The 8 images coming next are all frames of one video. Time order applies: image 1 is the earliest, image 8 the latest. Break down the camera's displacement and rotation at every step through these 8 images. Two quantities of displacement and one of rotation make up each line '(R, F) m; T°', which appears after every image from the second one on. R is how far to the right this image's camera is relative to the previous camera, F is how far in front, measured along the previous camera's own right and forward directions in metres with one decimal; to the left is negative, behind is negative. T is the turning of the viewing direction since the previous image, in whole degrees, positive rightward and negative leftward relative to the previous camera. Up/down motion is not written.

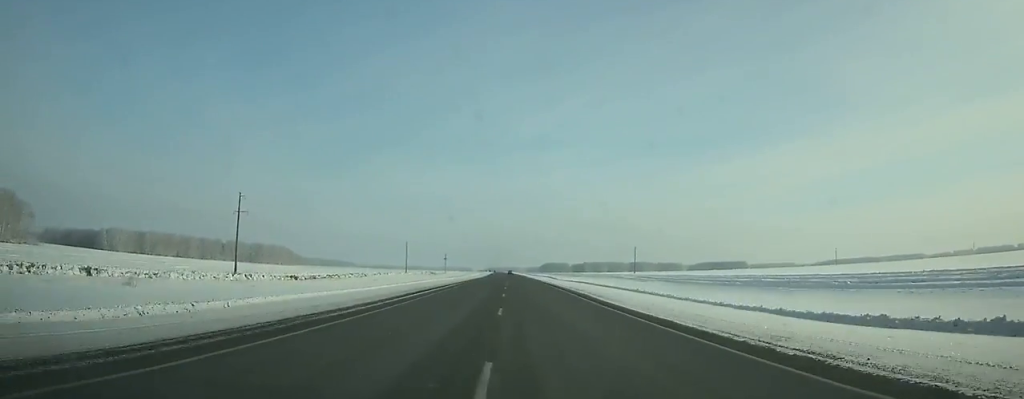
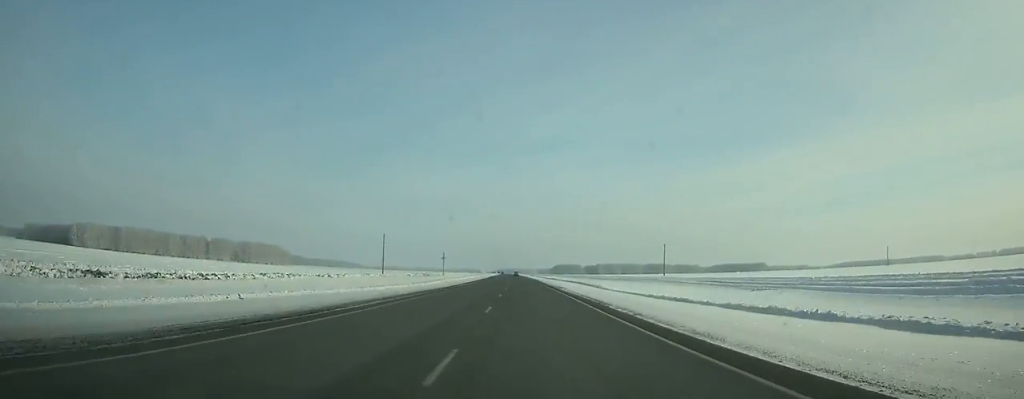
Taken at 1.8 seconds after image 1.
(-0.2, +61.2) m; 0°
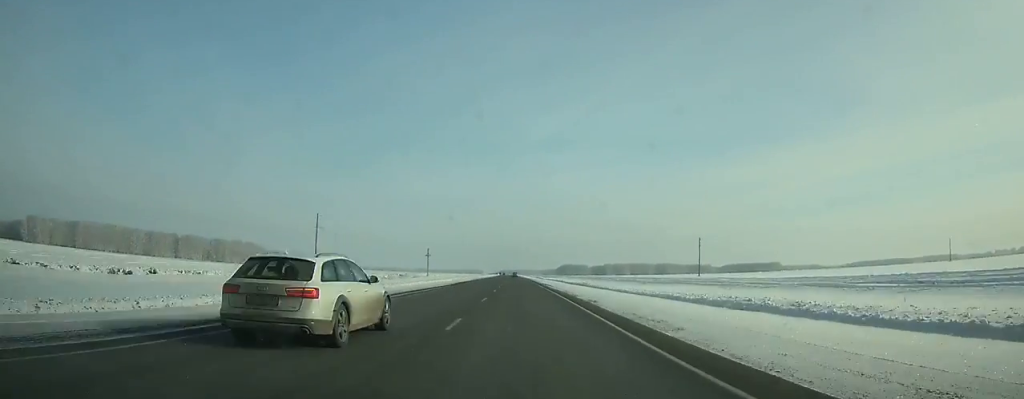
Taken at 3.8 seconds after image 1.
(-0.2, +68.3) m; -1°
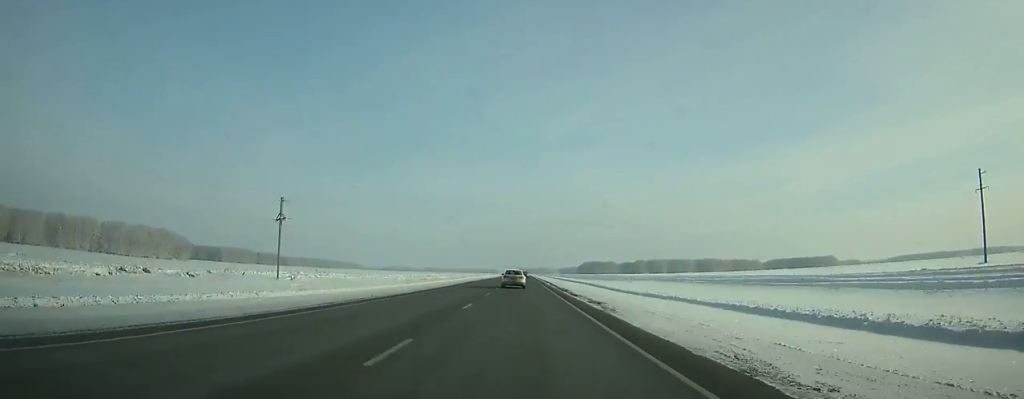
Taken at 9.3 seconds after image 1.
(-2.3, +186.1) m; -1°
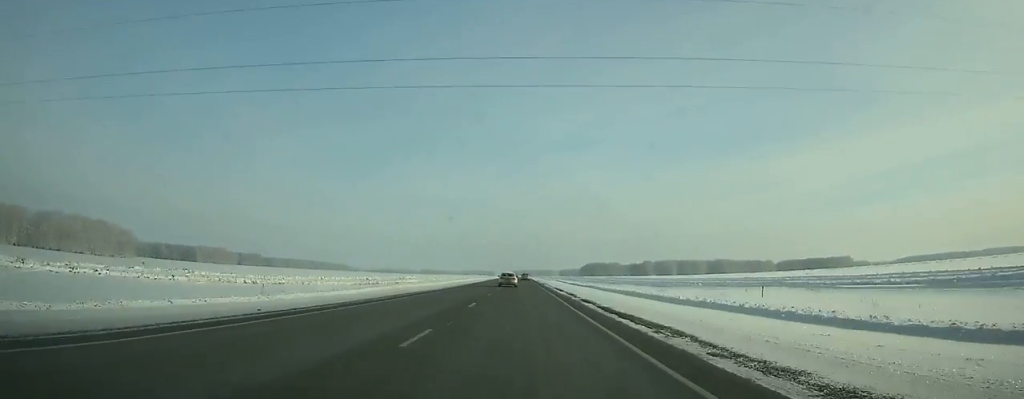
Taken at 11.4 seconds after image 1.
(+0.2, +69.2) m; 0°
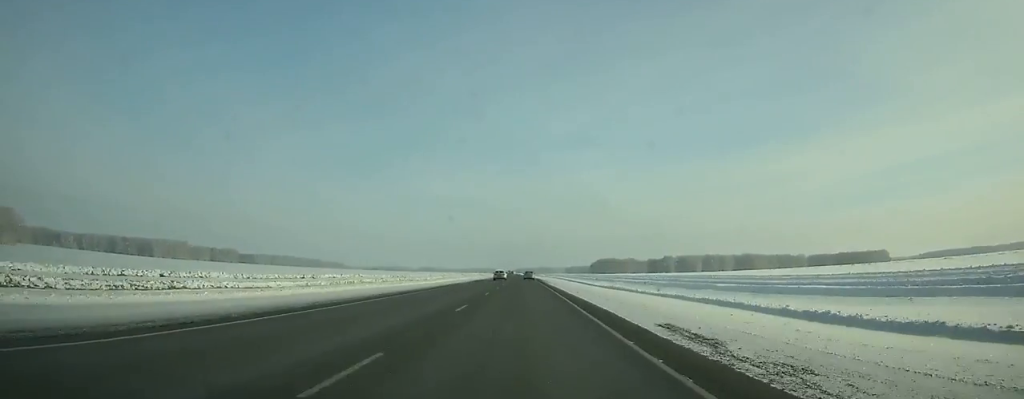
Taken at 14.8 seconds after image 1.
(-0.1, +109.6) m; 0°
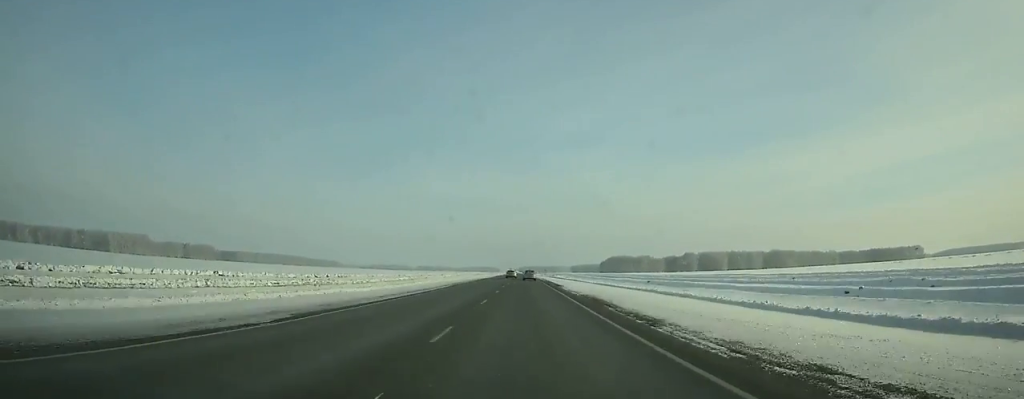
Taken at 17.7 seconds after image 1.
(-0.3, +90.3) m; 0°
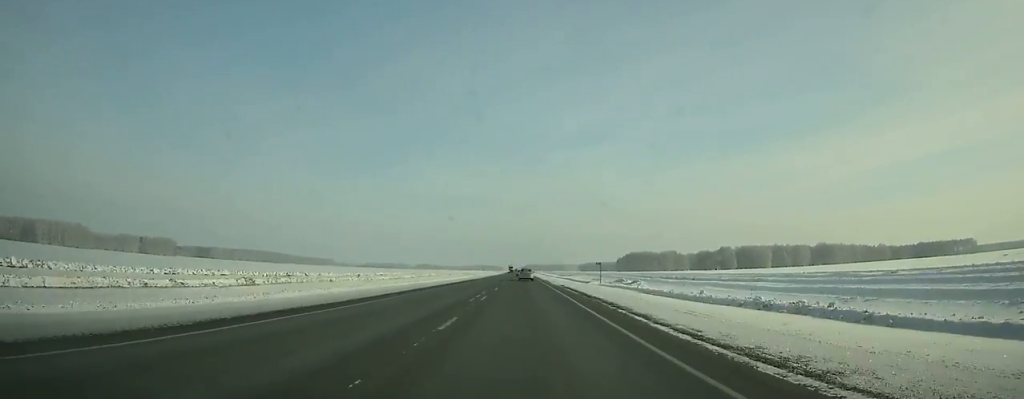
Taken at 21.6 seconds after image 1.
(-0.5, +117.9) m; 0°
